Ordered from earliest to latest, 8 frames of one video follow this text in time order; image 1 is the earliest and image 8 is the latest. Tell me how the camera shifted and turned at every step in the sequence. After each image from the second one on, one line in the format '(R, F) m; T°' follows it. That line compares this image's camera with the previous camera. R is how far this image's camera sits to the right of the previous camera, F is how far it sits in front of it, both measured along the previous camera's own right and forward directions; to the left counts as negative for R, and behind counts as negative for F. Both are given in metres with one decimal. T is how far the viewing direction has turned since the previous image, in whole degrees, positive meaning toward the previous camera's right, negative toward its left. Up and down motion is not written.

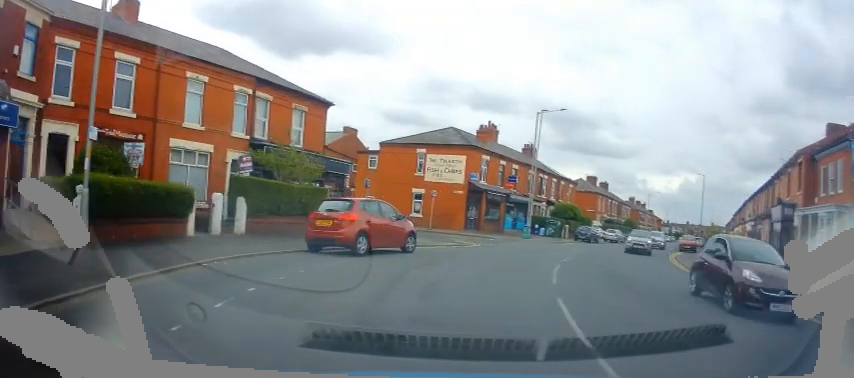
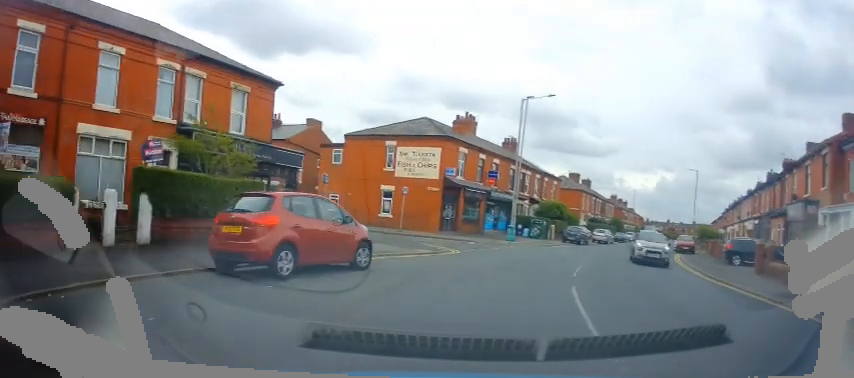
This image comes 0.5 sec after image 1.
(+0.2, +4.4) m; +4°
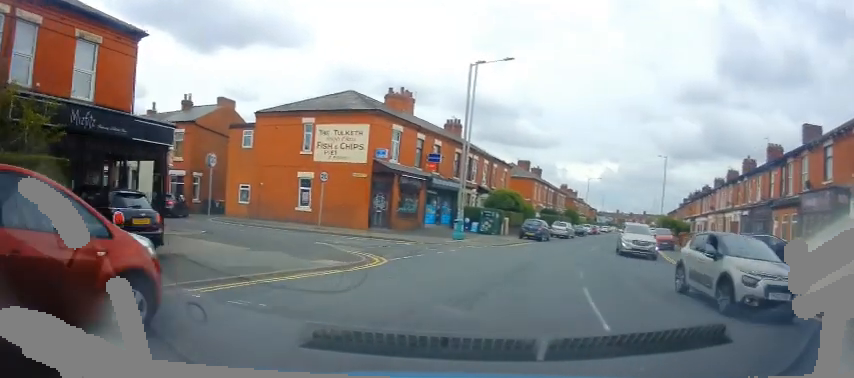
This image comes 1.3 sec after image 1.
(+0.3, +6.5) m; +6°
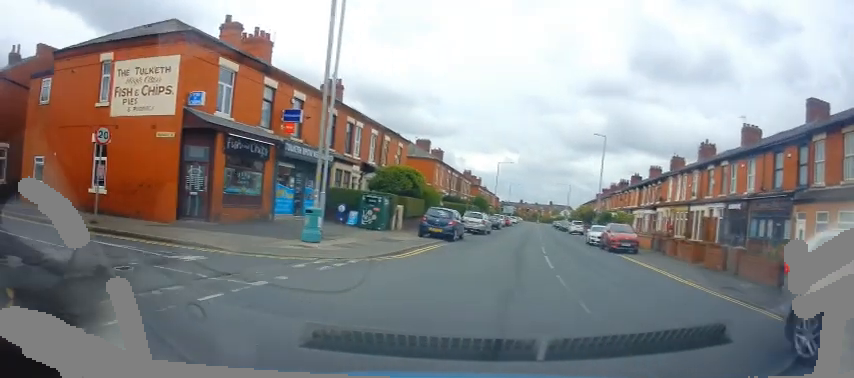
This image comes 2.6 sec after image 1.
(+1.1, +10.6) m; +10°
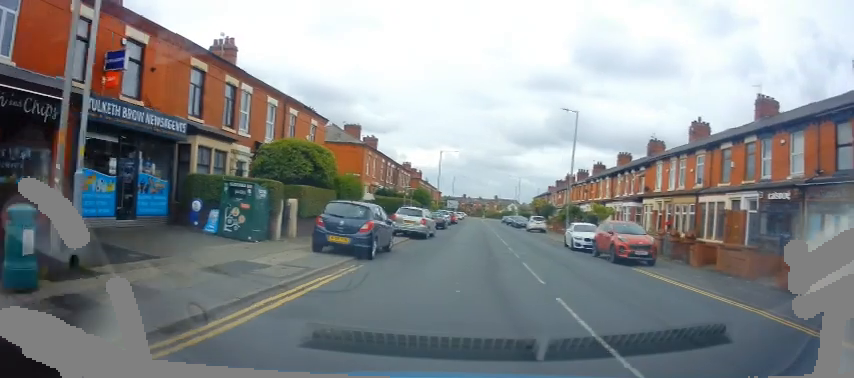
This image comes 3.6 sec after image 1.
(+0.6, +9.2) m; +6°
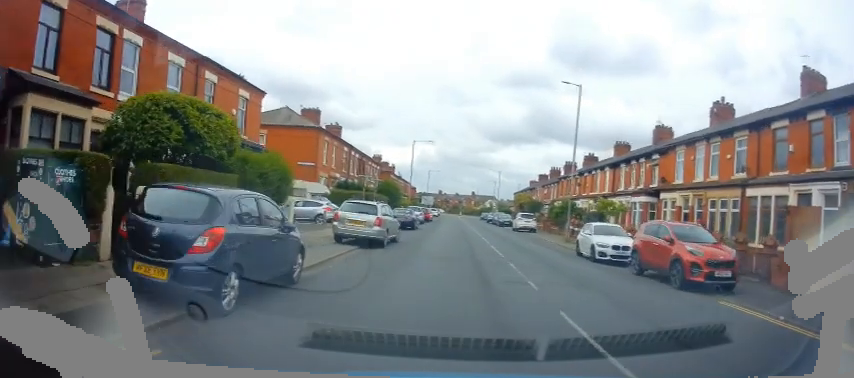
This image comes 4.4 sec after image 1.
(+0.2, +7.2) m; +2°
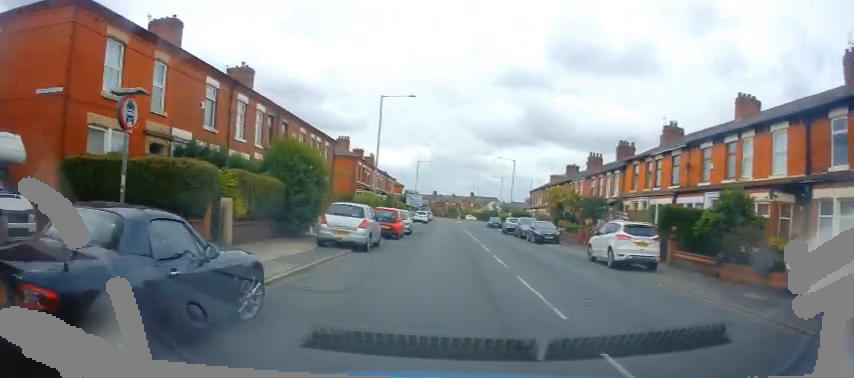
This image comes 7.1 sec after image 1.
(-0.3, +25.9) m; -1°
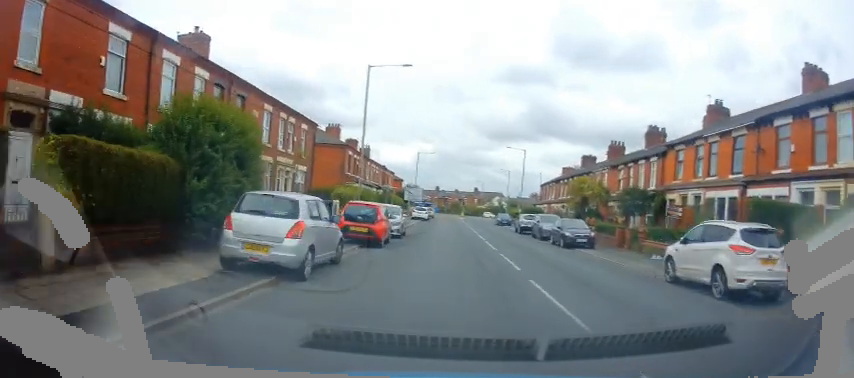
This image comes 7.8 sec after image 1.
(0.0, +7.2) m; 0°
